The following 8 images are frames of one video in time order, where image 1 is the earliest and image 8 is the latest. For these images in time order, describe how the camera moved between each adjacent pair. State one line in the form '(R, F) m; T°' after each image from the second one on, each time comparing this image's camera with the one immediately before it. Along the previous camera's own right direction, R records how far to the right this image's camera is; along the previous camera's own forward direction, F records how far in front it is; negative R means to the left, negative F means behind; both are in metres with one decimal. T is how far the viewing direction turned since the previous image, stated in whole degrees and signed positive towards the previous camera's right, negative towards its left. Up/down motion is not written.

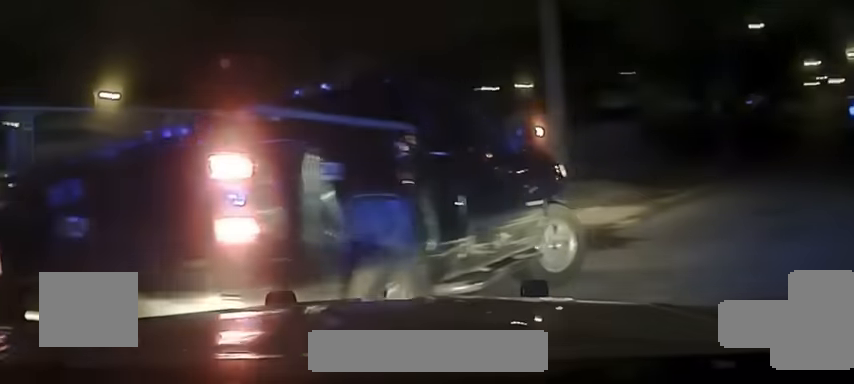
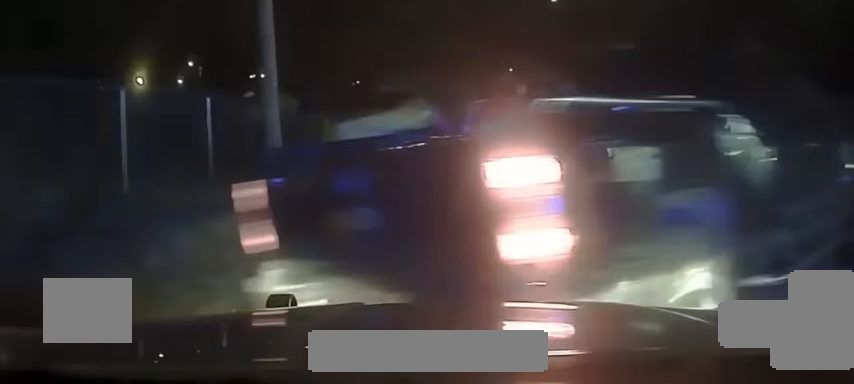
(+4.0, +6.2) m; +39°
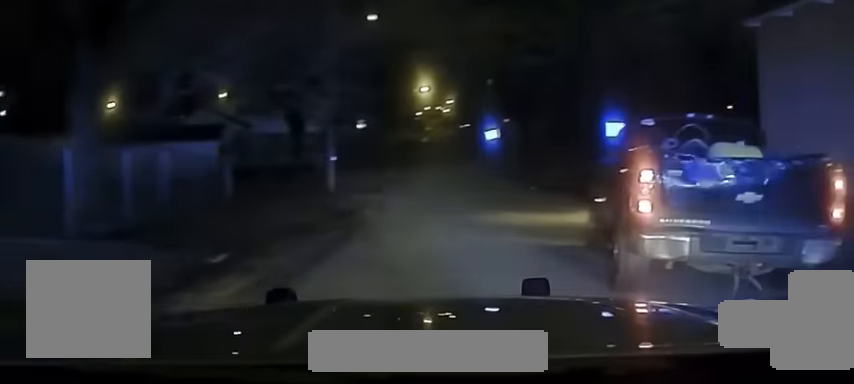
(+0.8, +6.2) m; +3°
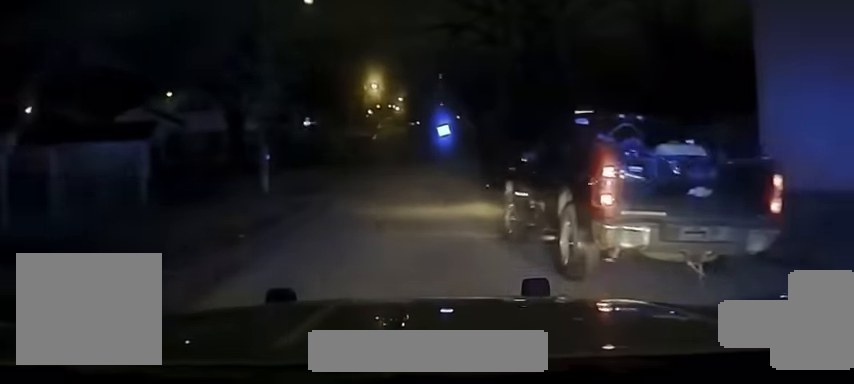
(+0.1, +3.6) m; -4°
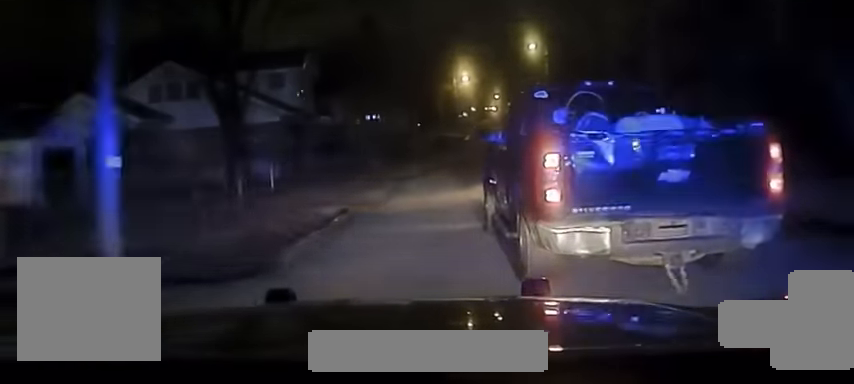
(-2.3, +18.0) m; -10°
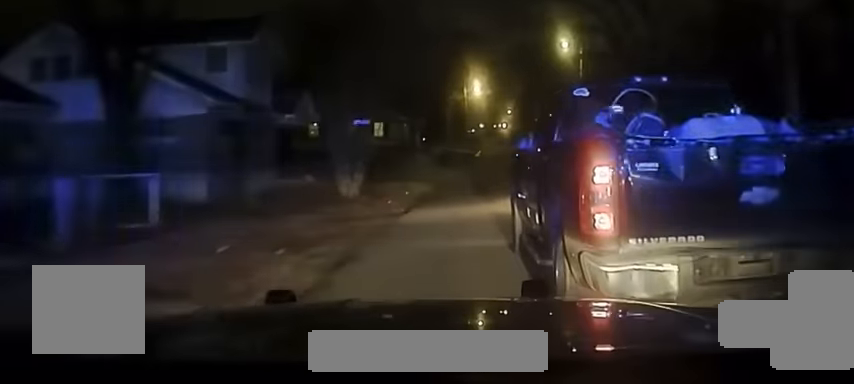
(-0.1, +9.6) m; -1°
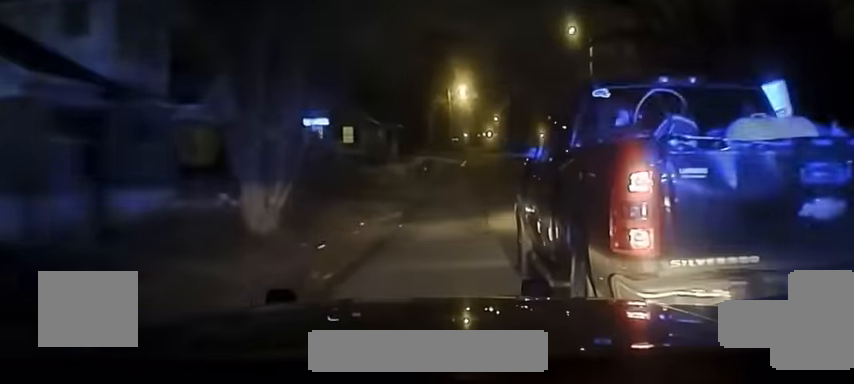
(-0.1, +8.4) m; +1°
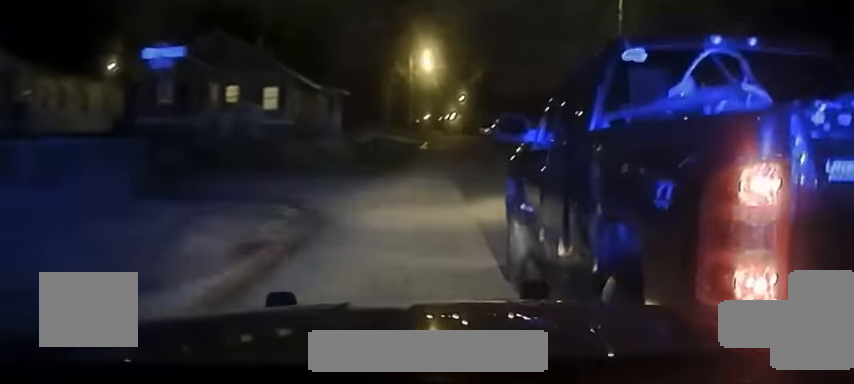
(+0.2, +13.6) m; +3°
